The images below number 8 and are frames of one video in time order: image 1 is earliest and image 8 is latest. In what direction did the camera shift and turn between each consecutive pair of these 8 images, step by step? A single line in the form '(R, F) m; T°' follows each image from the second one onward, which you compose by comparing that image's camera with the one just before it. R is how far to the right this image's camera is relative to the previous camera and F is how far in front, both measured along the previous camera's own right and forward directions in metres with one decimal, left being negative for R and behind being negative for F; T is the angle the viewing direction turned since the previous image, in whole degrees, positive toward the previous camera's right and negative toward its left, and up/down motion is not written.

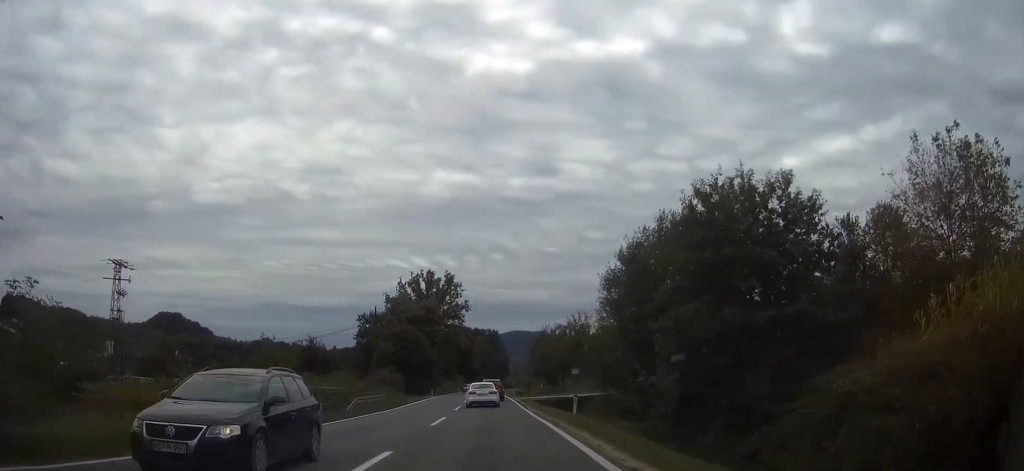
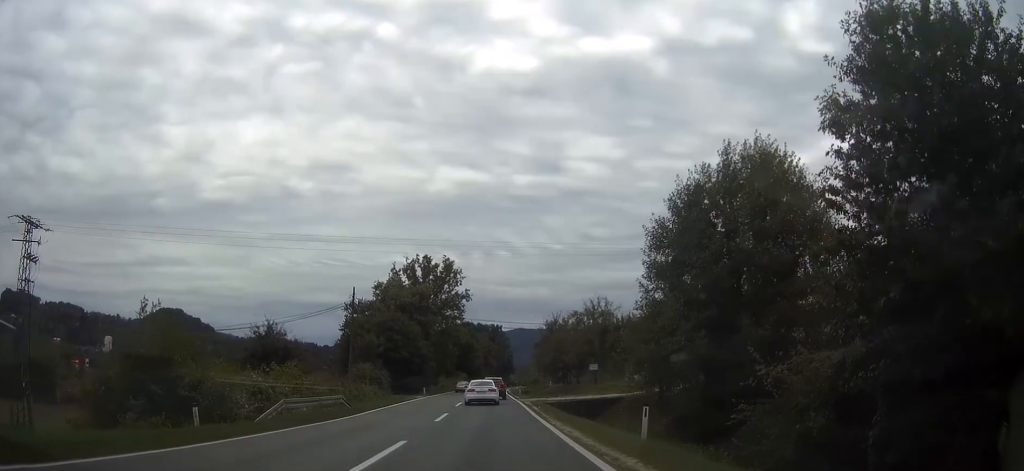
(0.0, +12.0) m; 0°
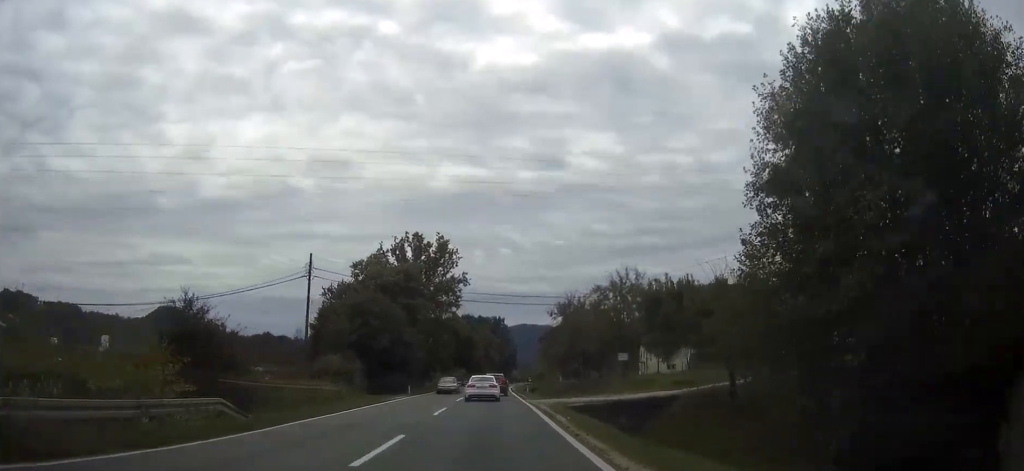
(0.0, +13.8) m; -1°
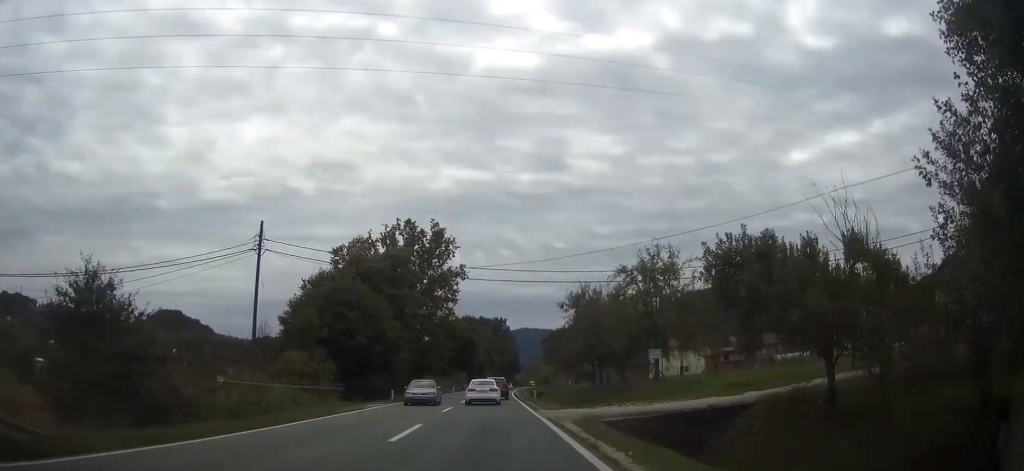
(-0.1, +9.8) m; 0°
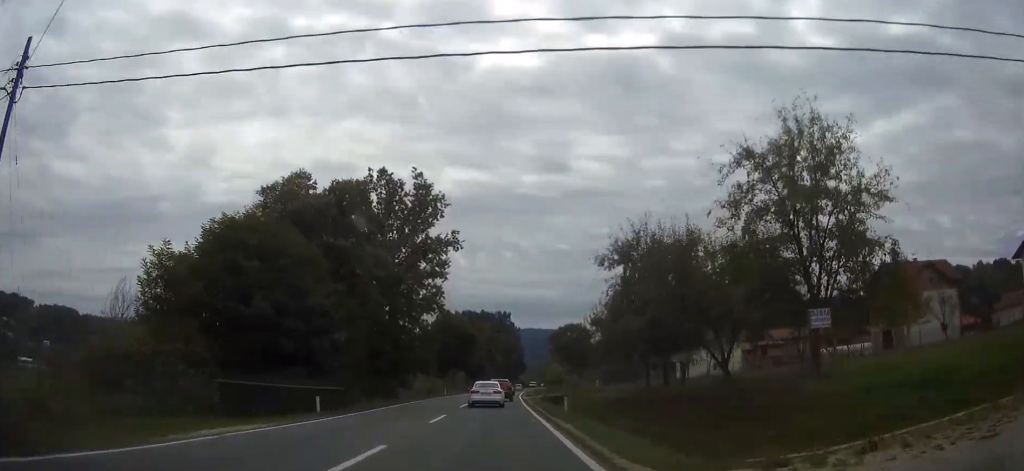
(0.0, +20.5) m; 0°
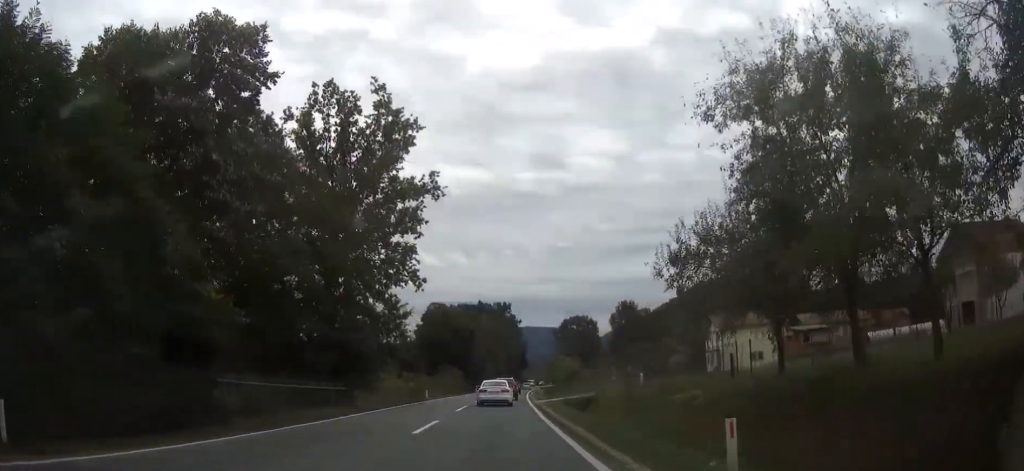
(0.0, +19.4) m; 0°
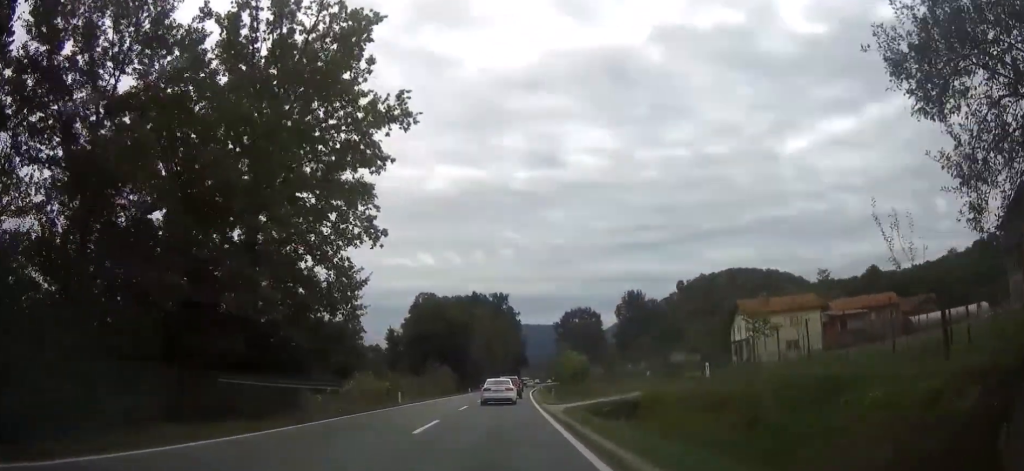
(0.0, +14.2) m; 0°
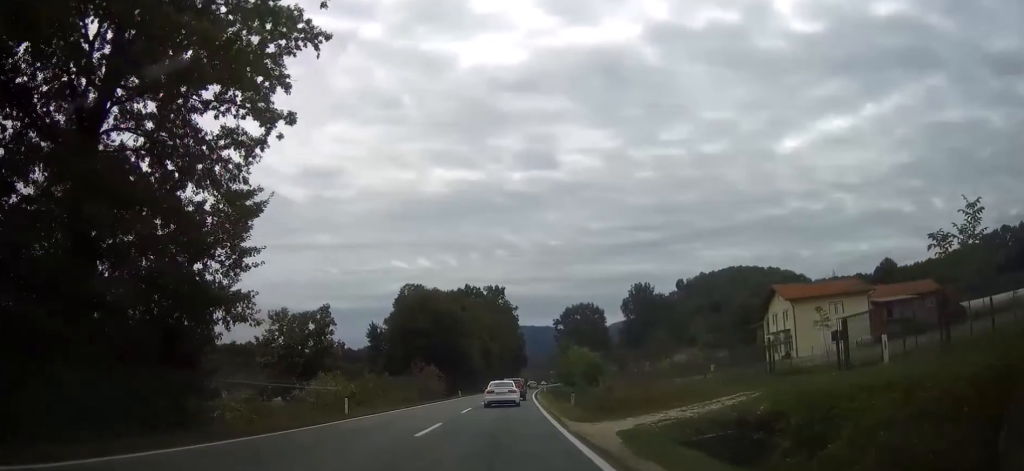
(+0.1, +14.2) m; 0°
